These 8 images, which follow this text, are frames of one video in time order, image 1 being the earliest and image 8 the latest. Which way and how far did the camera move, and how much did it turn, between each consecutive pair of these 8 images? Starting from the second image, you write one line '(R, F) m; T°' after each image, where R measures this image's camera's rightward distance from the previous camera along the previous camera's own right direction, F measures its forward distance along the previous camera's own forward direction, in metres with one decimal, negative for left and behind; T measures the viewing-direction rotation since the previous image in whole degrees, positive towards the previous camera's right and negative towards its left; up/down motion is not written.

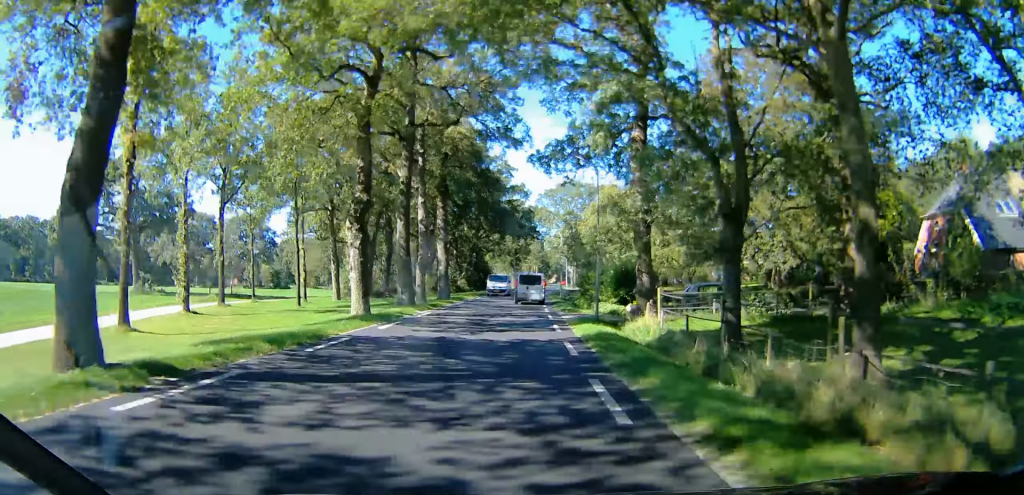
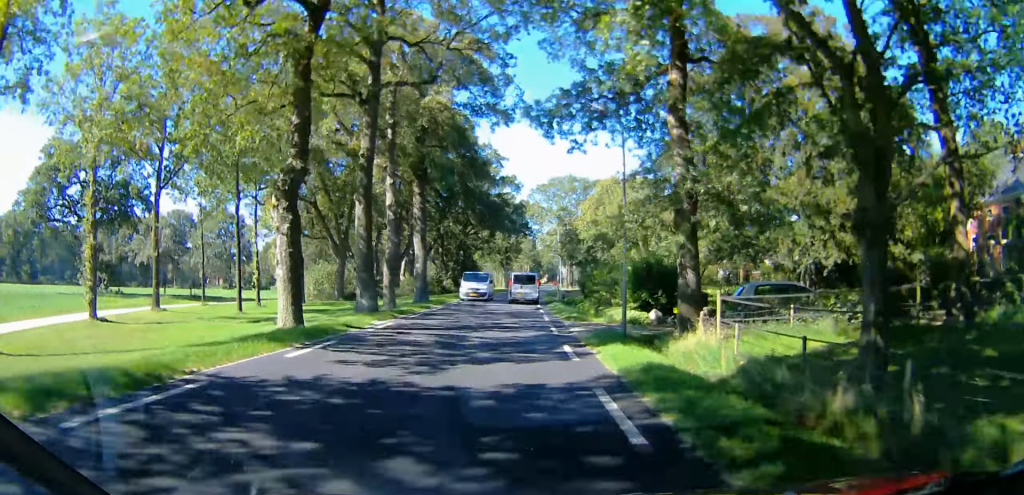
(0.0, +6.7) m; 0°
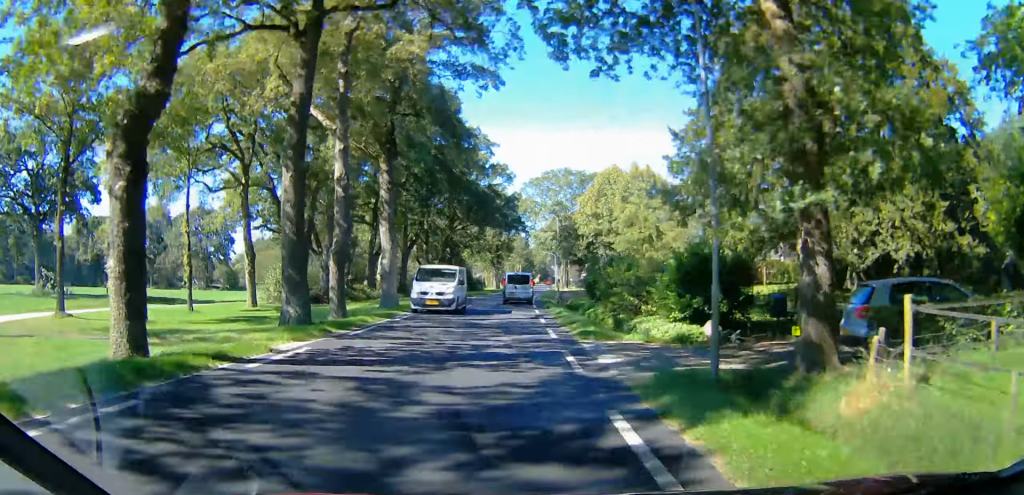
(0.0, +7.4) m; 0°
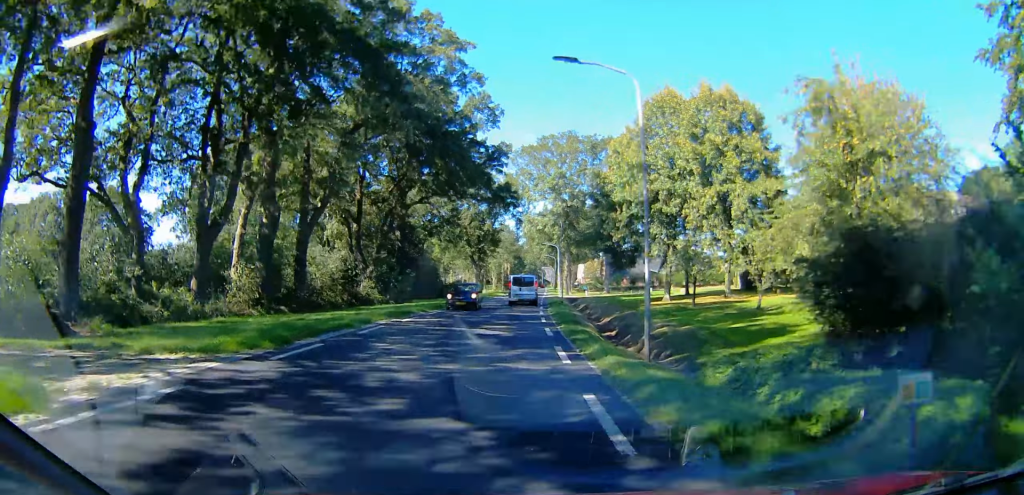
(0.0, +28.0) m; 0°
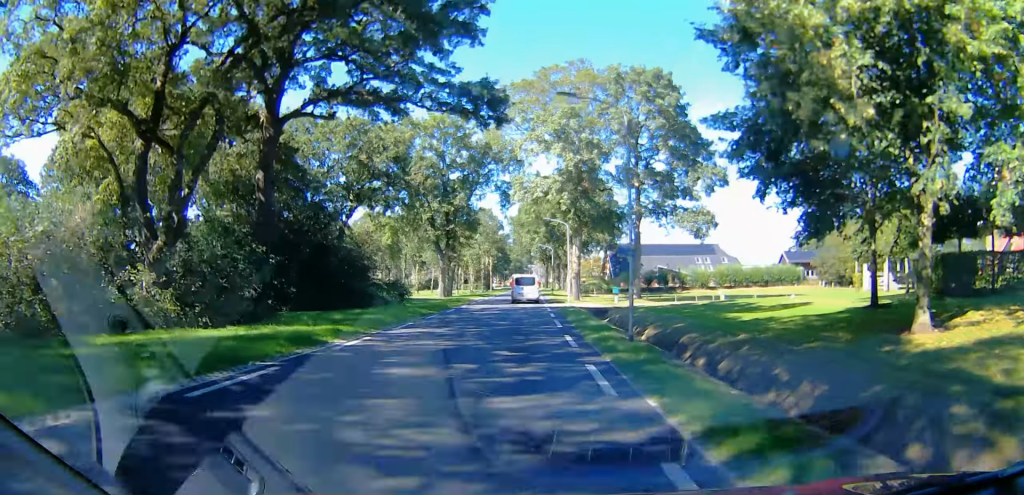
(+1.0, +26.8) m; +5°
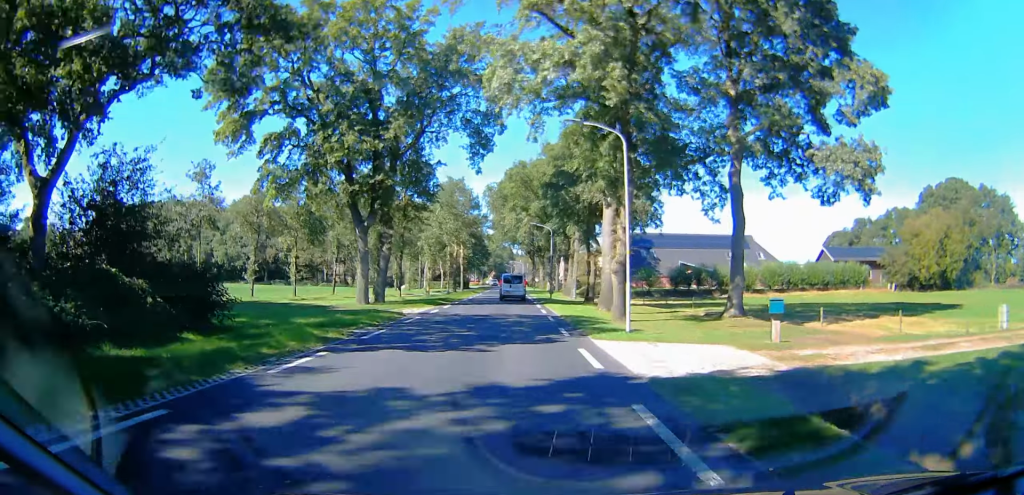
(+0.8, +27.8) m; +2°
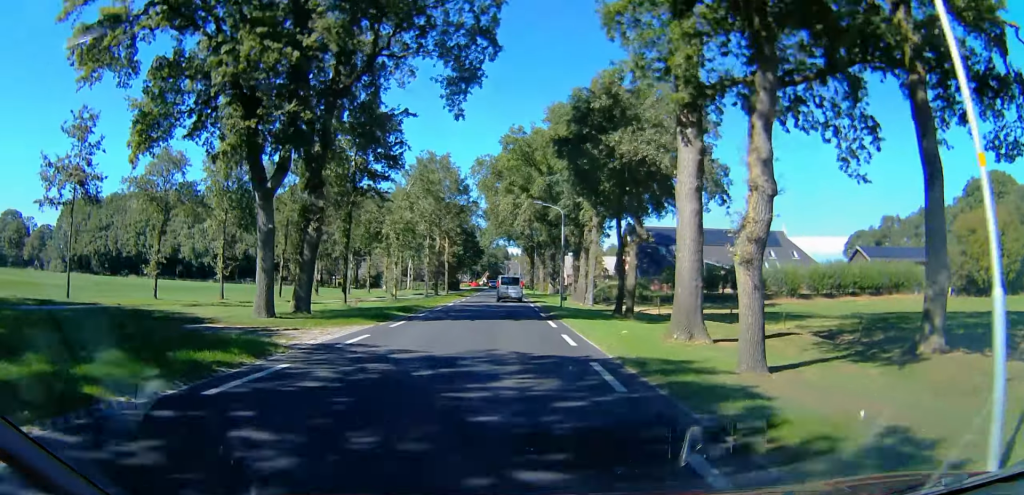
(0.0, +14.3) m; 0°
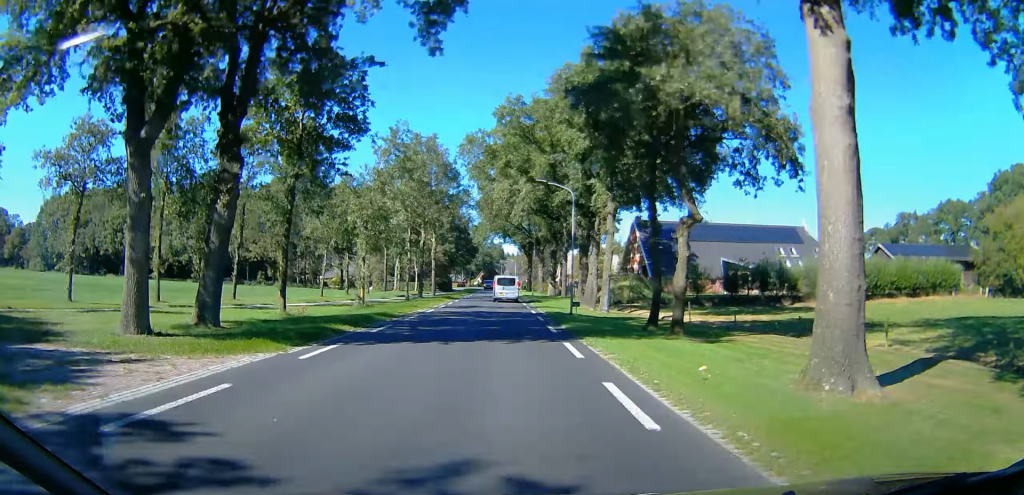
(0.0, +8.2) m; 0°
